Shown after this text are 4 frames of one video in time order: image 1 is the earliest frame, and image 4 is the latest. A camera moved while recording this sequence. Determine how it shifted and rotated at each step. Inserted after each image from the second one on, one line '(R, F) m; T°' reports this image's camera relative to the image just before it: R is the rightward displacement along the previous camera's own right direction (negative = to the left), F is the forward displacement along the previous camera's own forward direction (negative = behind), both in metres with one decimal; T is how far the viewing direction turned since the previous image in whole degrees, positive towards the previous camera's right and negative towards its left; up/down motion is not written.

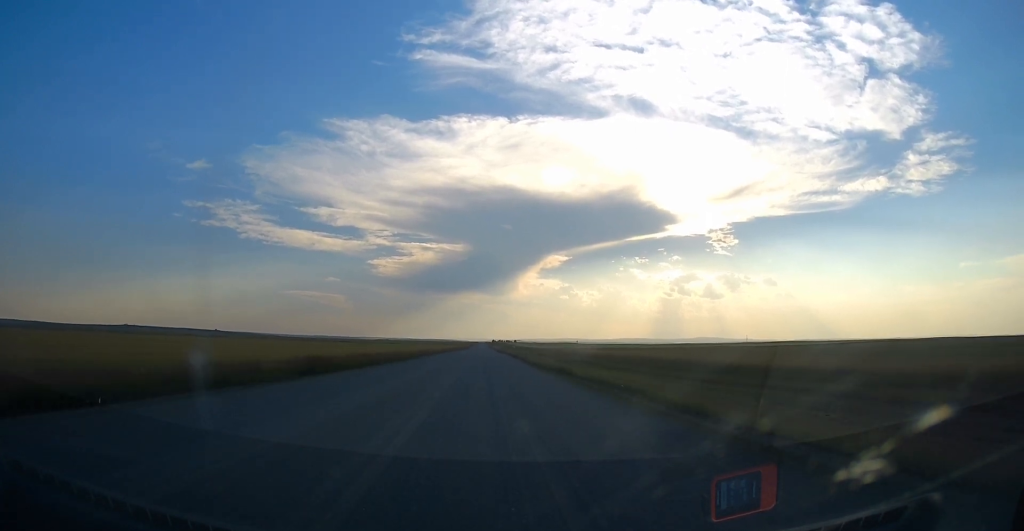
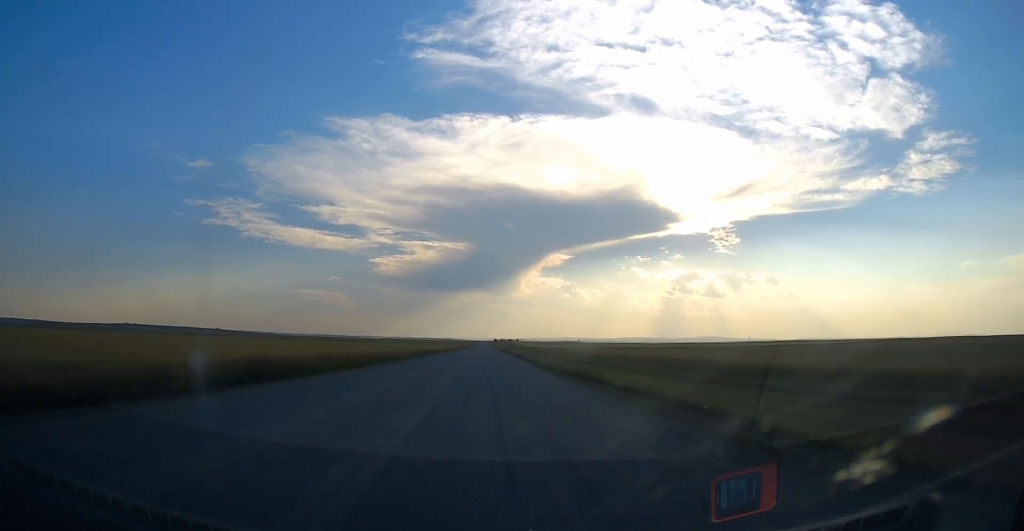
(0.0, +8.5) m; 0°
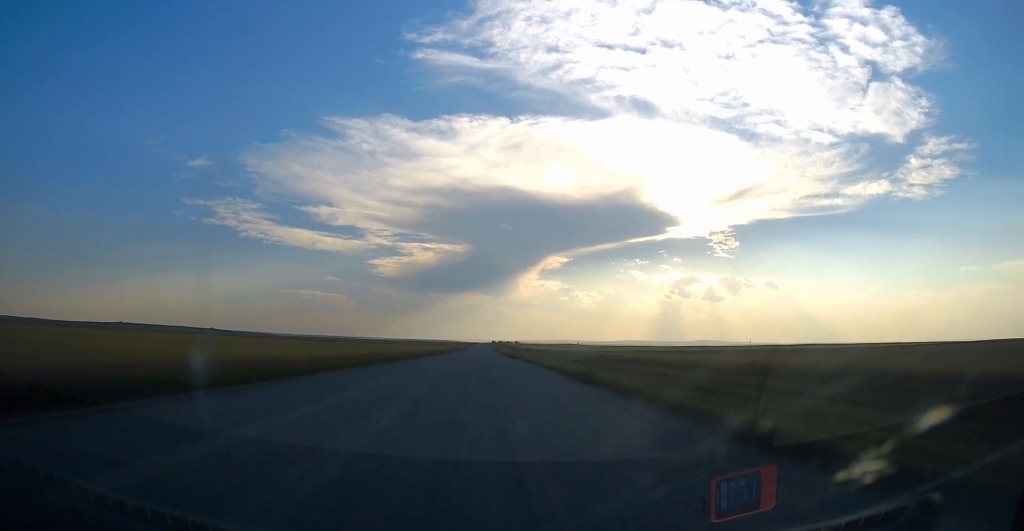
(+0.5, +47.4) m; +2°
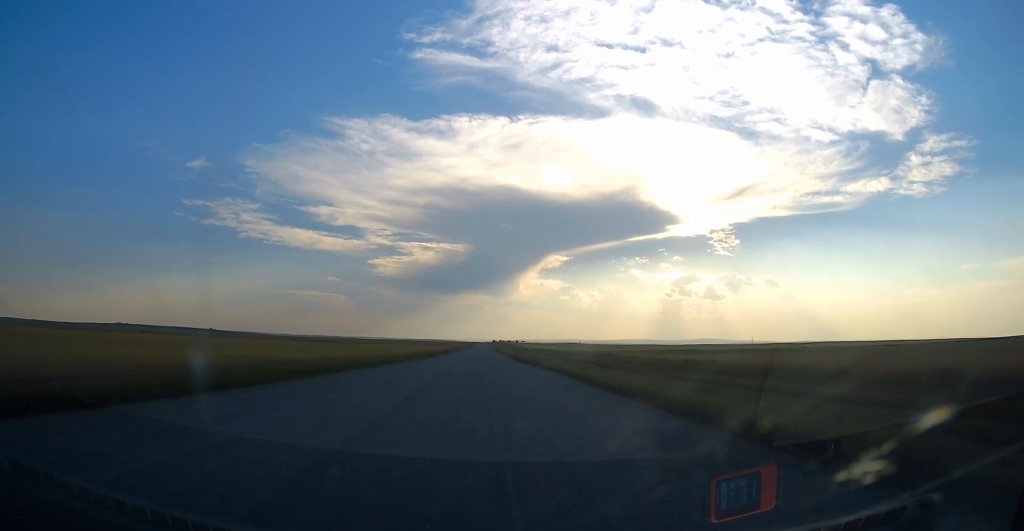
(-0.3, +23.8) m; -2°
